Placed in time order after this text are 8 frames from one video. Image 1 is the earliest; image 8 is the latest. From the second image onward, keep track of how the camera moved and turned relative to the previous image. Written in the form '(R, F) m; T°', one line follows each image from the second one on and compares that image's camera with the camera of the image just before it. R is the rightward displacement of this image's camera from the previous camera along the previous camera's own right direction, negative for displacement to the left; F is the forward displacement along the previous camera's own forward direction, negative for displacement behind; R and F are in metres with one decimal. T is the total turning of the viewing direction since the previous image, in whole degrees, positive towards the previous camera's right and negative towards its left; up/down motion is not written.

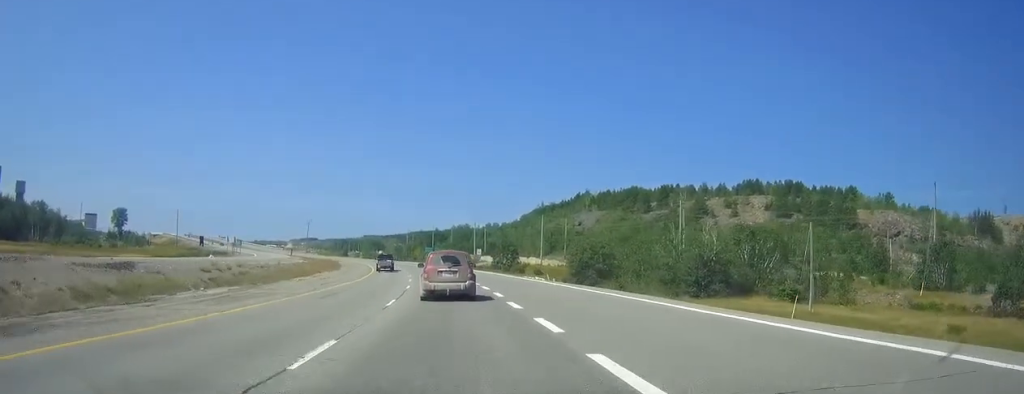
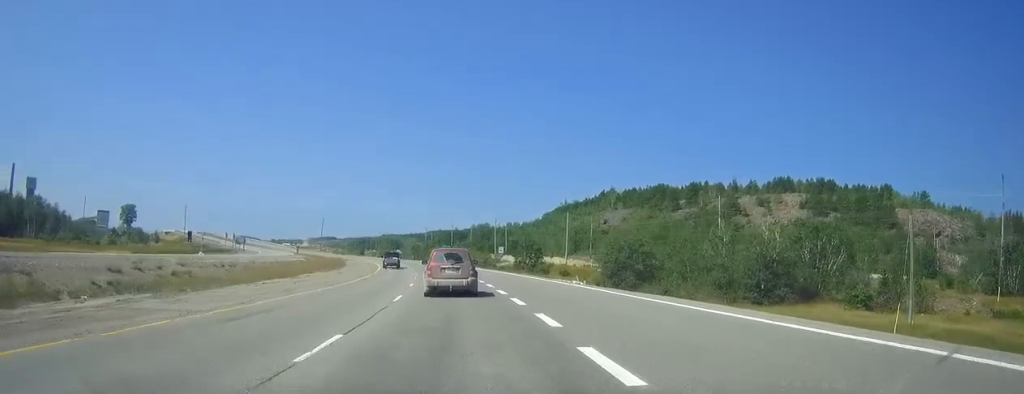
(0.0, +11.3) m; -1°
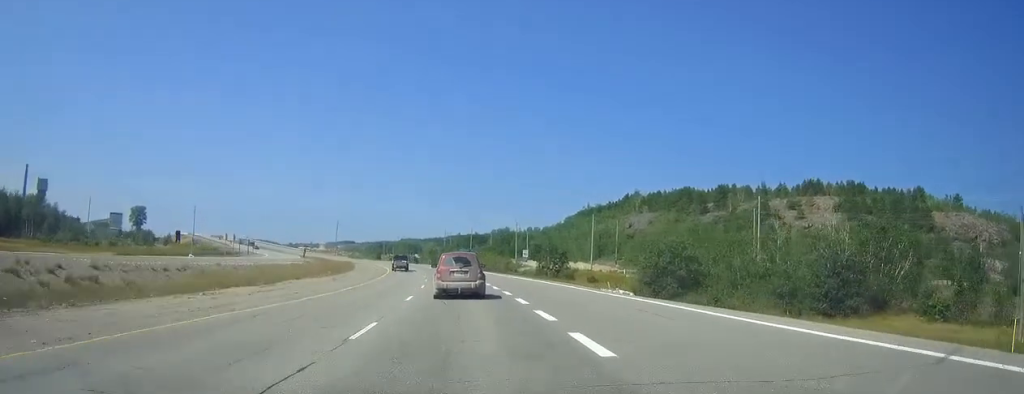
(-0.1, +9.7) m; -1°
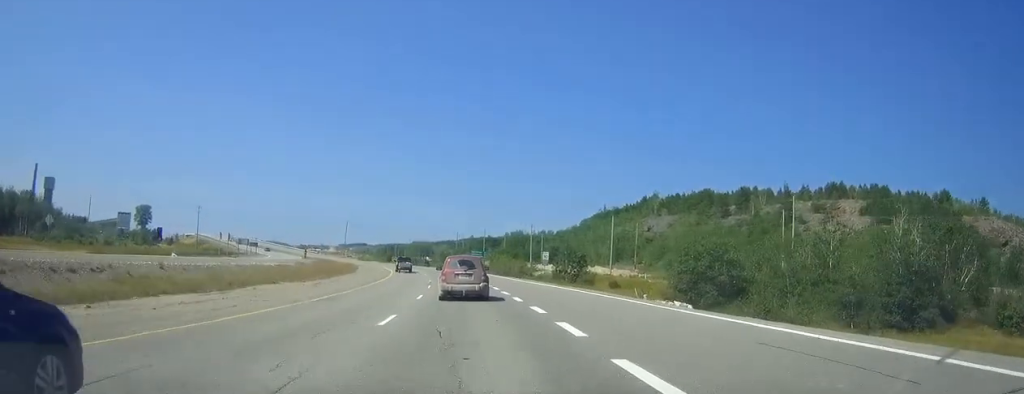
(-0.1, +8.6) m; -2°
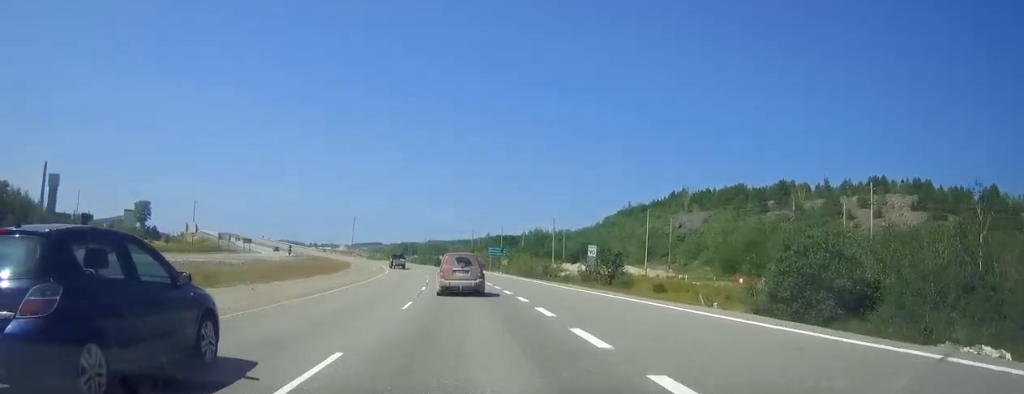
(-0.5, +18.8) m; -2°
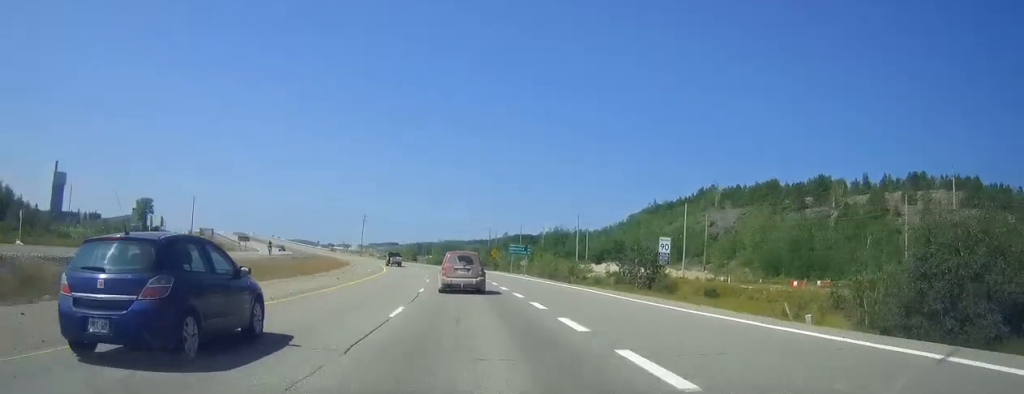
(-0.1, +14.9) m; -1°
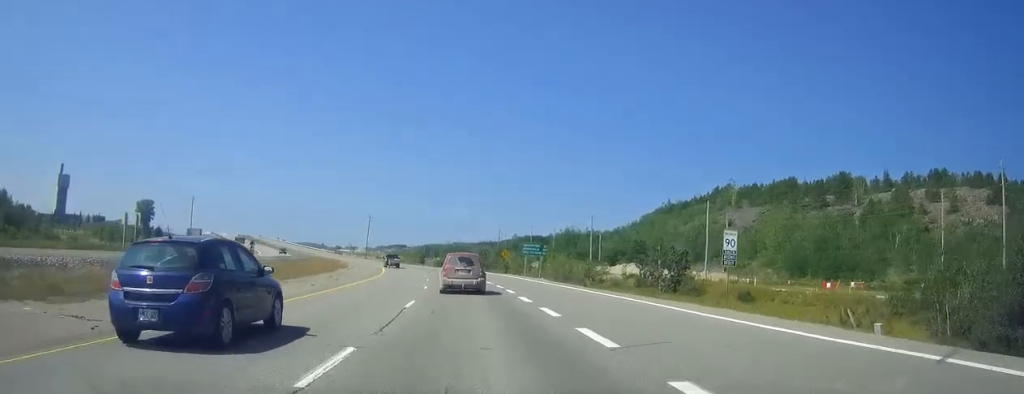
(+0.1, +7.9) m; 0°
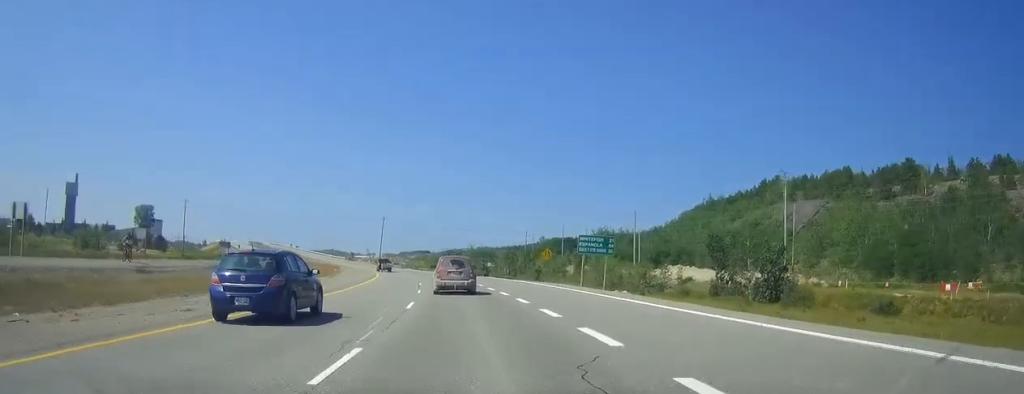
(-0.3, +23.7) m; -2°
